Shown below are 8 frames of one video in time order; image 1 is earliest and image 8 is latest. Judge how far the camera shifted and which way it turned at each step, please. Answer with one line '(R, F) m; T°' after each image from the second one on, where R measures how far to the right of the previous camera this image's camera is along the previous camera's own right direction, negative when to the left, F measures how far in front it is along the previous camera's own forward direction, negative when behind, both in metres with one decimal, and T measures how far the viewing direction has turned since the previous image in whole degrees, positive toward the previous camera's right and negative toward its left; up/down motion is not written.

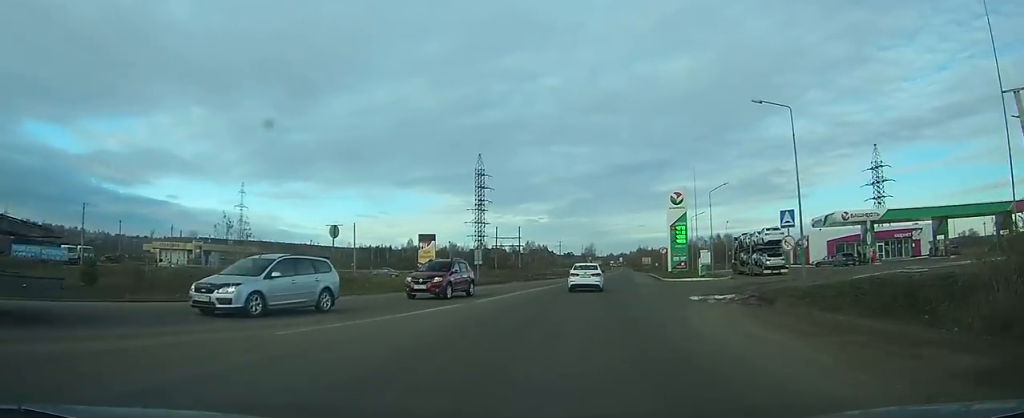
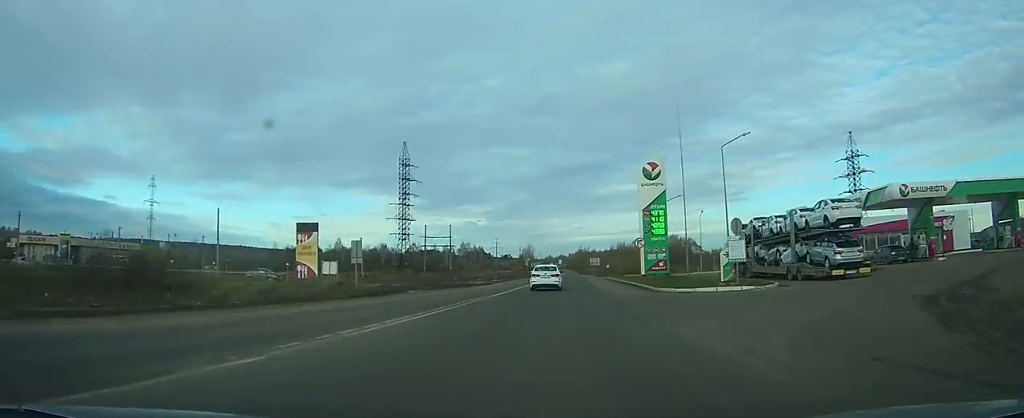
(-0.6, +18.4) m; +1°
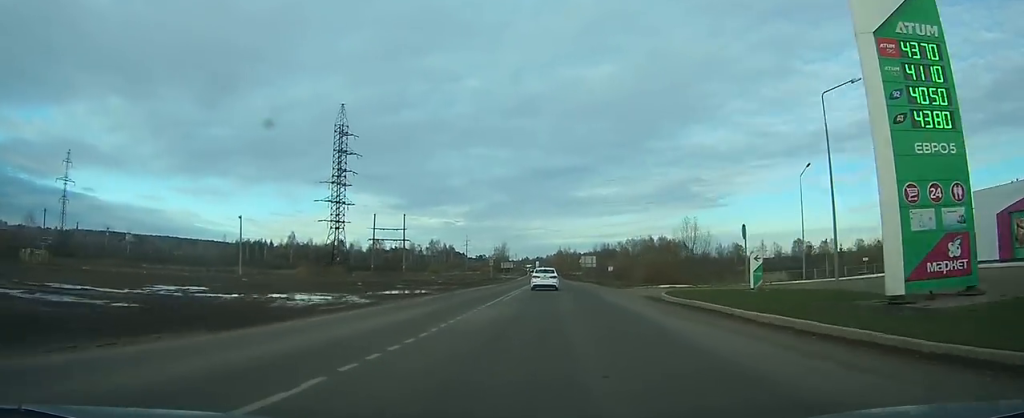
(+1.7, +32.5) m; +4°
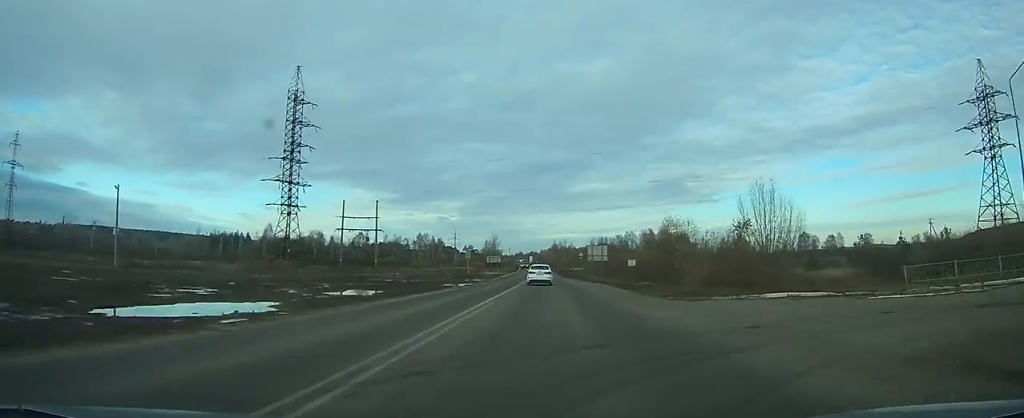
(+0.2, +19.5) m; +1°
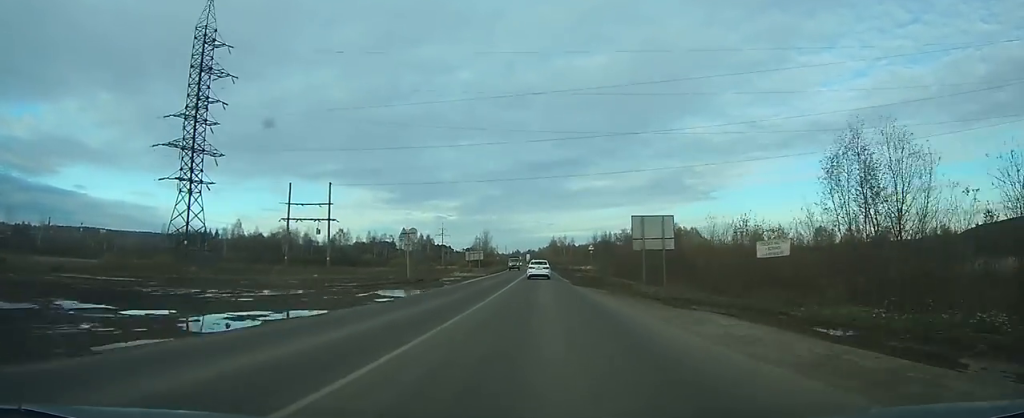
(+0.3, +28.8) m; +1°
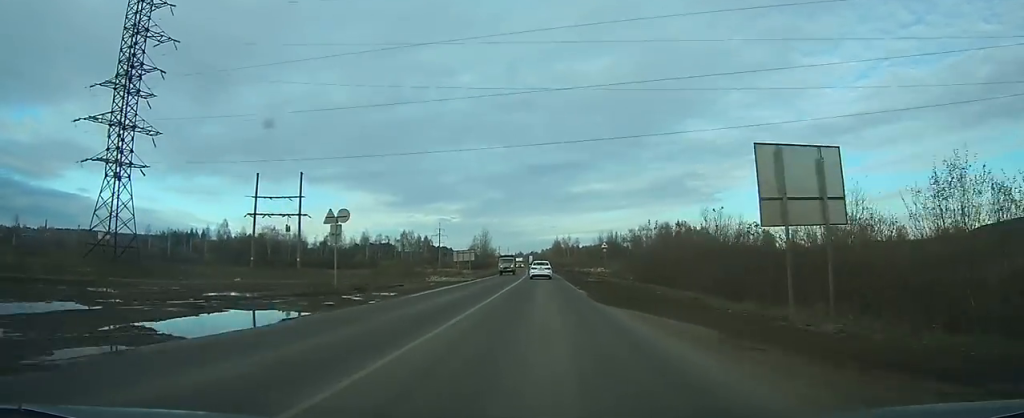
(+0.2, +15.0) m; 0°
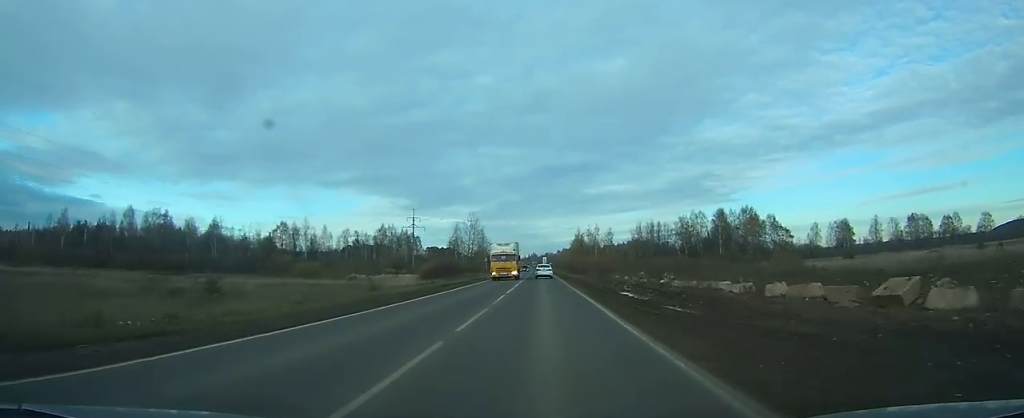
(-0.4, +74.9) m; -1°
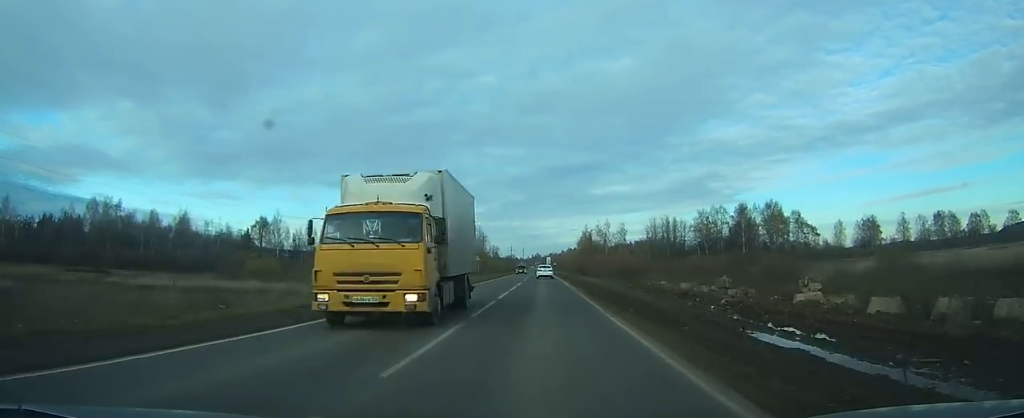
(-0.1, +20.3) m; 0°
